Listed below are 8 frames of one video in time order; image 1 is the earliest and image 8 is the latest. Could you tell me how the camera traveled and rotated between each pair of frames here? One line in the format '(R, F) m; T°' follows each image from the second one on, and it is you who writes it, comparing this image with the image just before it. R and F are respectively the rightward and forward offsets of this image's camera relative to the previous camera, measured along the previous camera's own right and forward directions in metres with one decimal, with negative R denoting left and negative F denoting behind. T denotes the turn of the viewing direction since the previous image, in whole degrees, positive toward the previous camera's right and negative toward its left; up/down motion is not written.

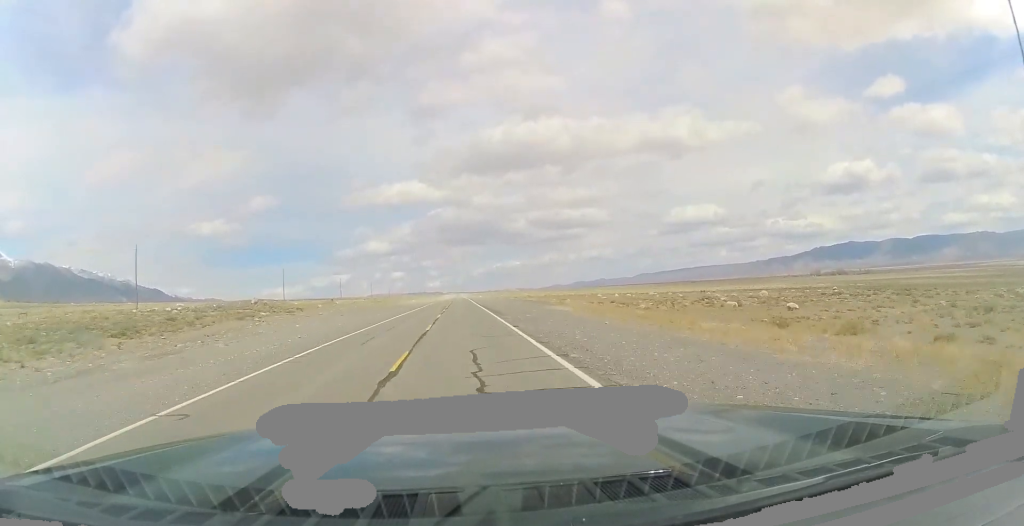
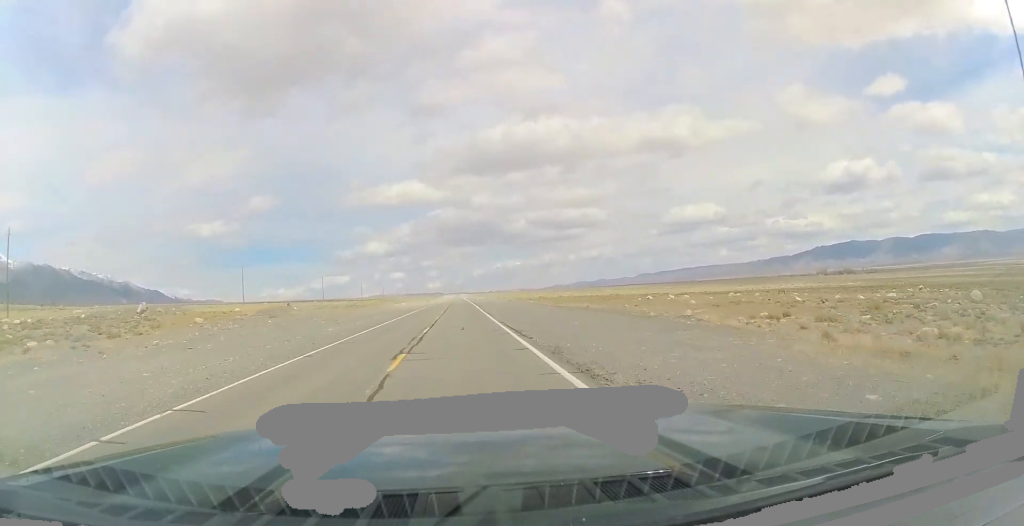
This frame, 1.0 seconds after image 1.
(+0.4, +35.9) m; 0°
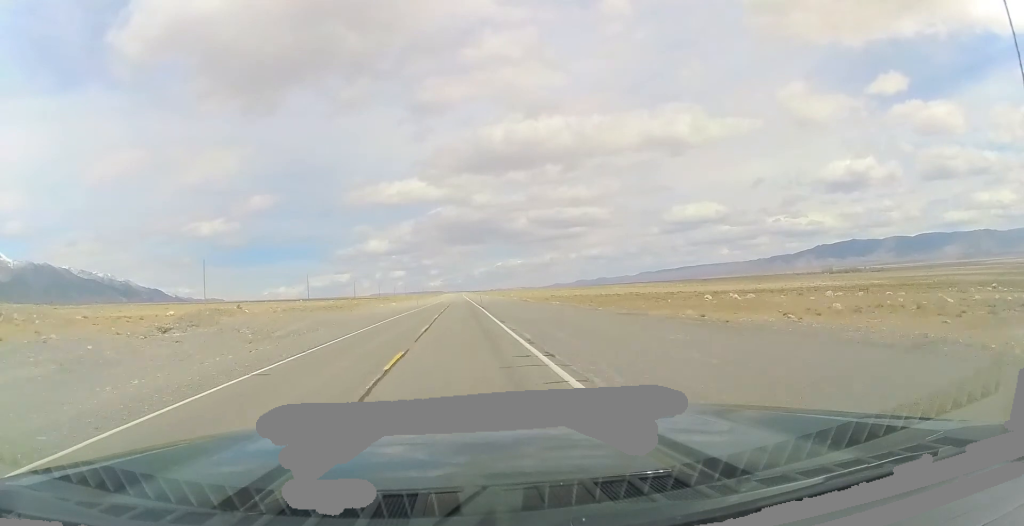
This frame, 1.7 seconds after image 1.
(-0.1, +24.4) m; -1°
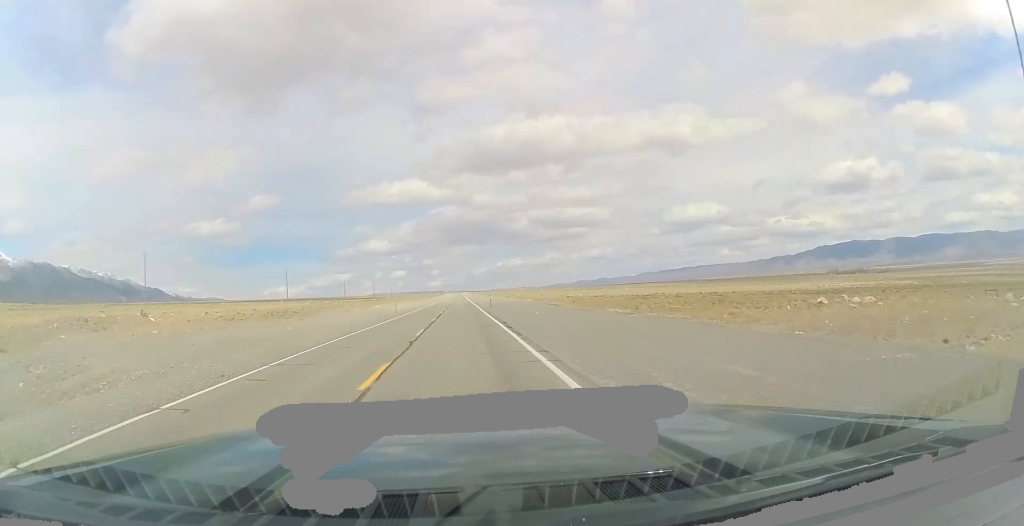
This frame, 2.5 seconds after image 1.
(-0.2, +26.7) m; -1°
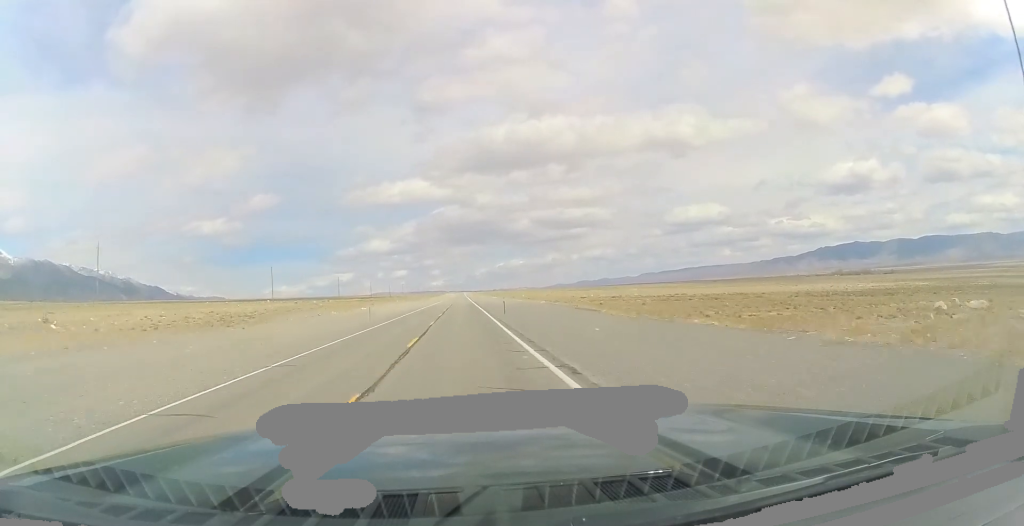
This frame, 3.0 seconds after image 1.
(-0.1, +16.3) m; -1°
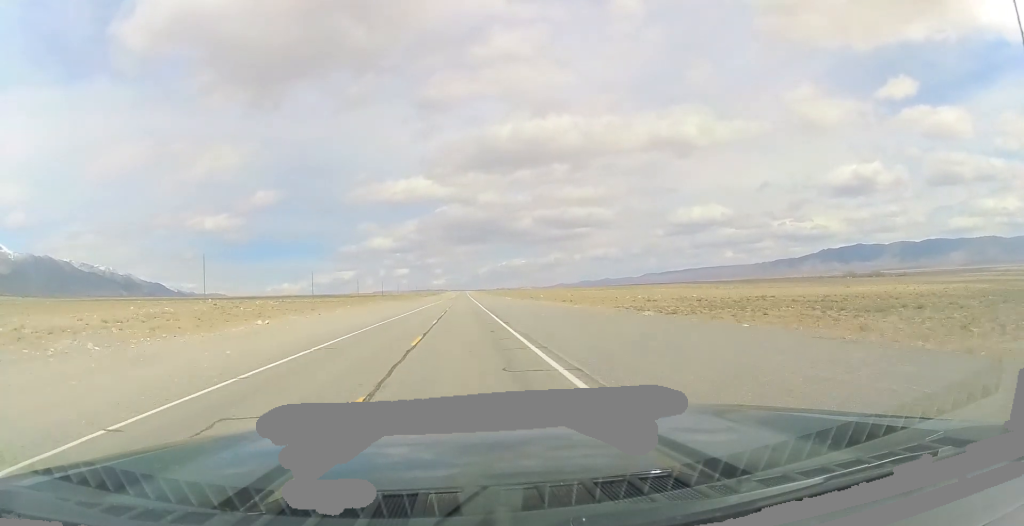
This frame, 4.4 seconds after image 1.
(-0.4, +48.9) m; 0°
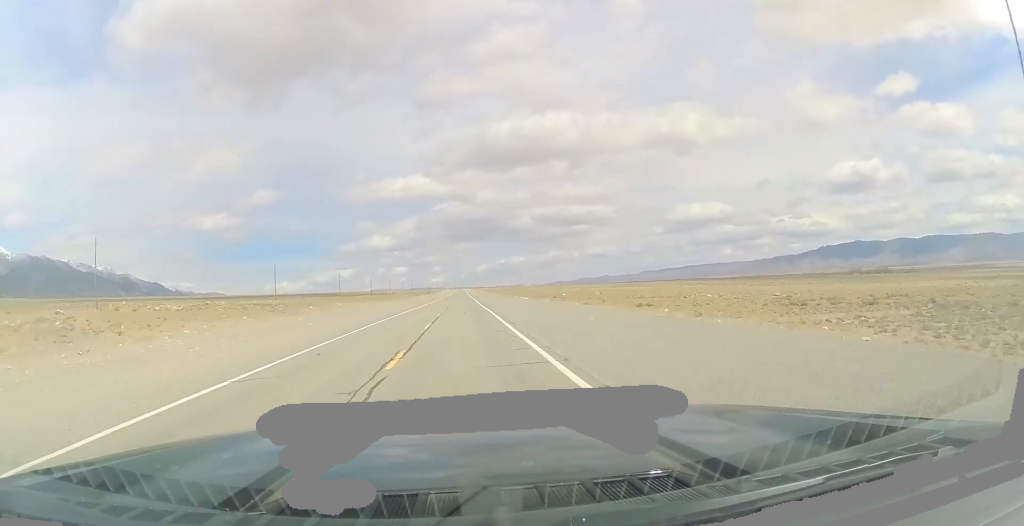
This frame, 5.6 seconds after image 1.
(+0.2, +42.2) m; 0°
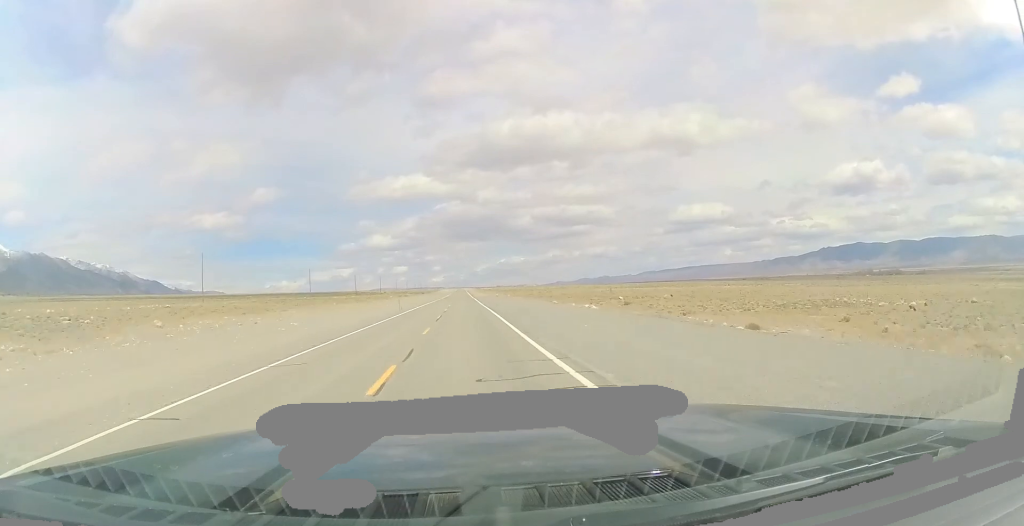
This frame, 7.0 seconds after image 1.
(+0.1, +51.6) m; +1°
